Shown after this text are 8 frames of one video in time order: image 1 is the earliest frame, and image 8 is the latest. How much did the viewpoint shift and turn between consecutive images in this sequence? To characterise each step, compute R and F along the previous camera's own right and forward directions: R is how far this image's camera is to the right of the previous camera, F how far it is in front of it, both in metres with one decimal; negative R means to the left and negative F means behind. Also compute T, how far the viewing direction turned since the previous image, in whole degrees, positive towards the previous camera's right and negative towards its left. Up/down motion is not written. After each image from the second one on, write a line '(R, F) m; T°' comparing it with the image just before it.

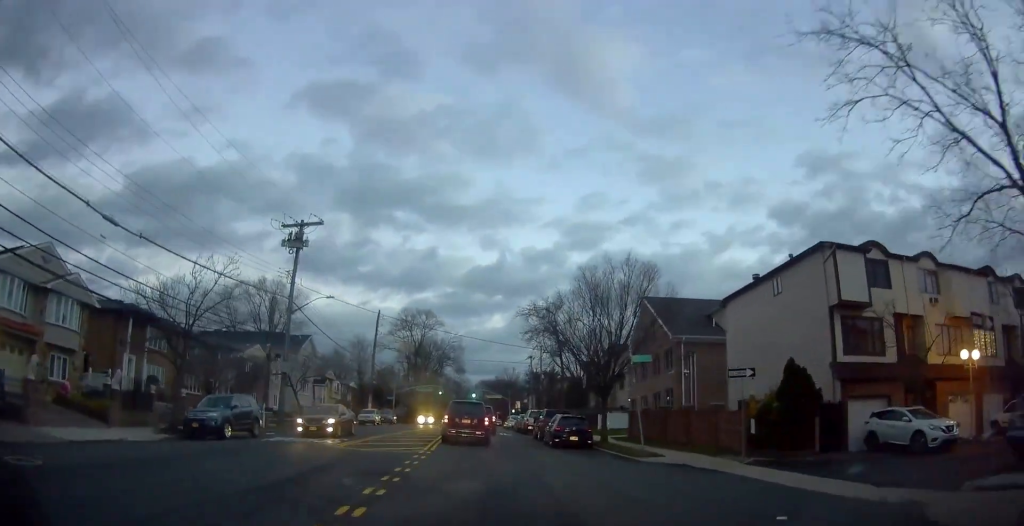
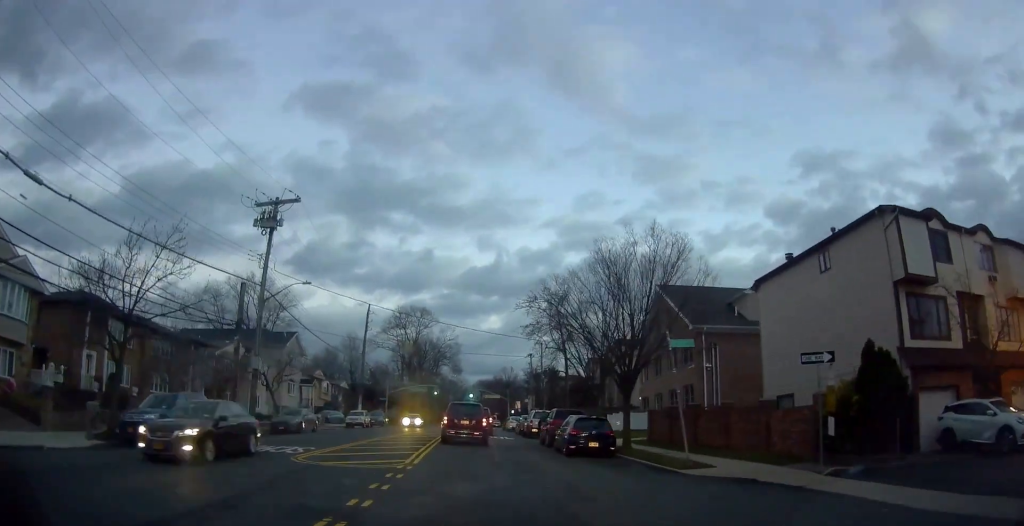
(-0.2, +4.4) m; -1°
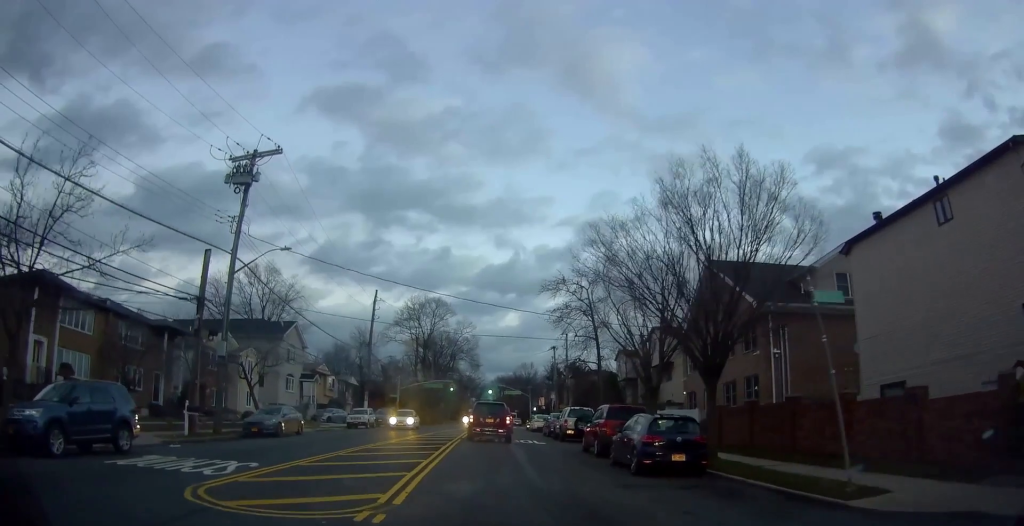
(+0.2, +6.9) m; +3°
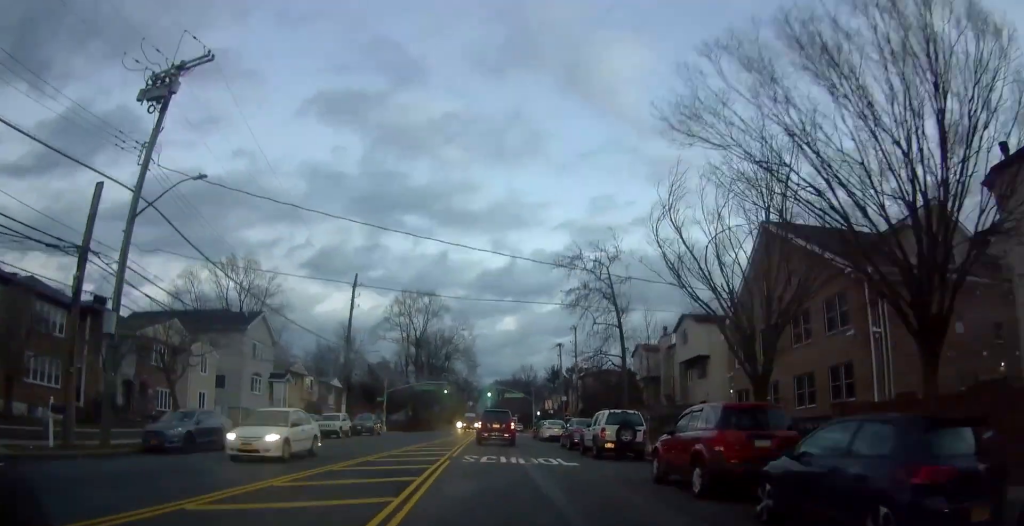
(+0.3, +9.0) m; +1°
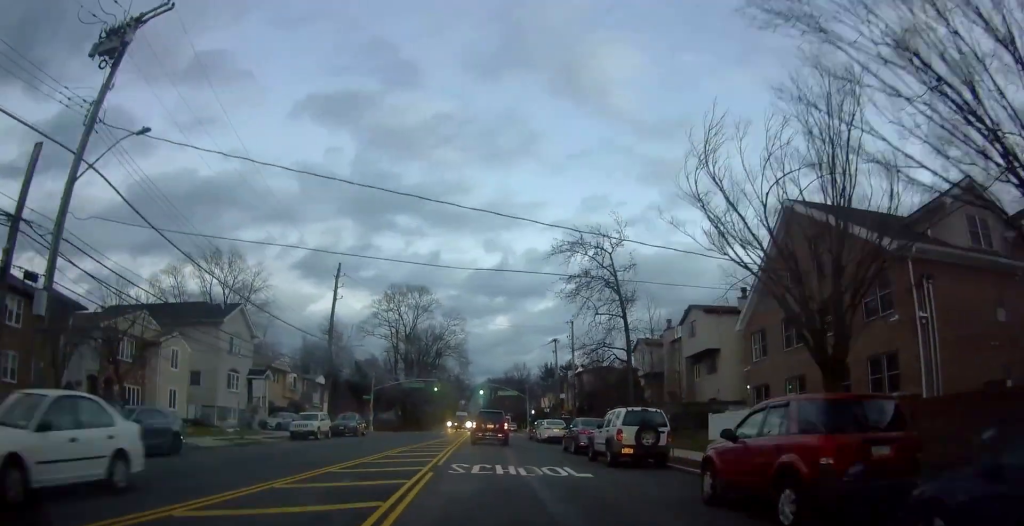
(0.0, +3.6) m; -2°
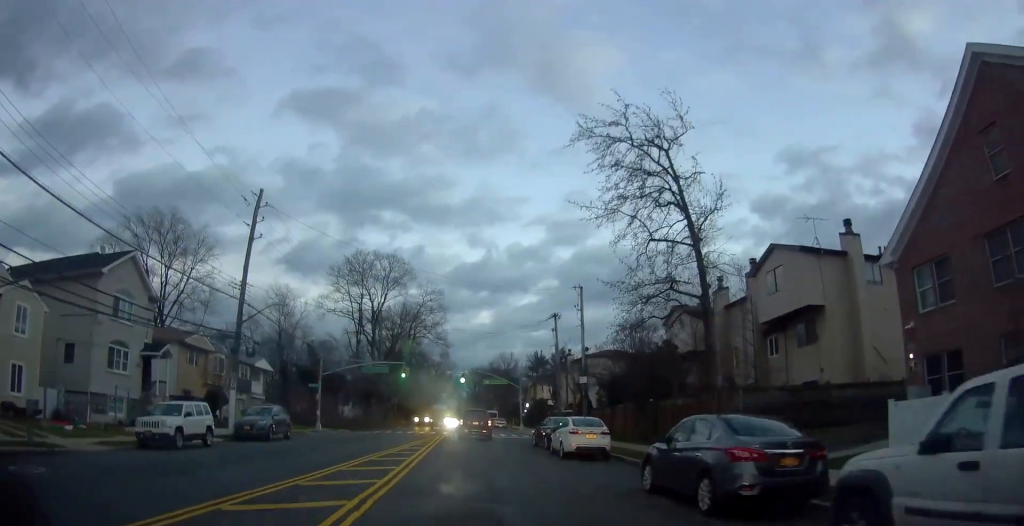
(-0.1, +15.1) m; 0°
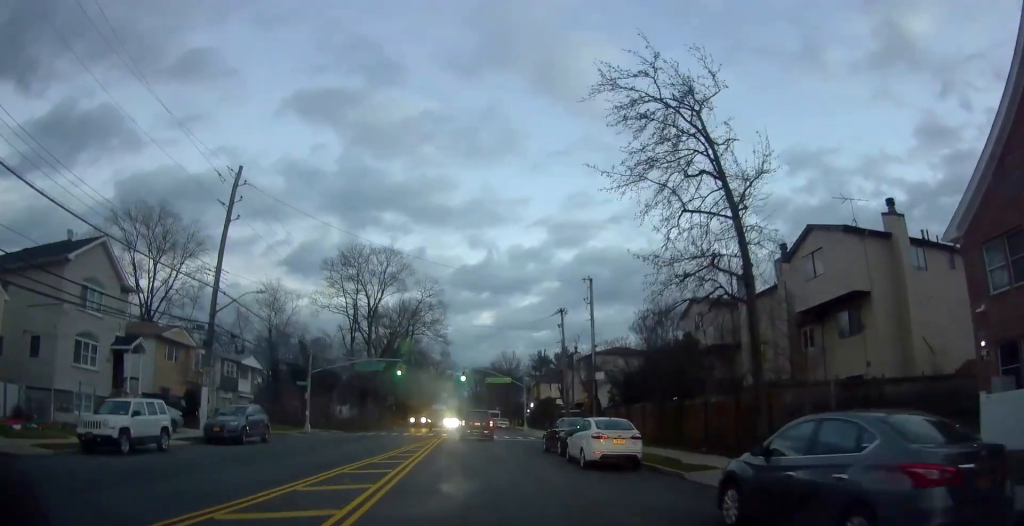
(+0.3, +3.7) m; 0°
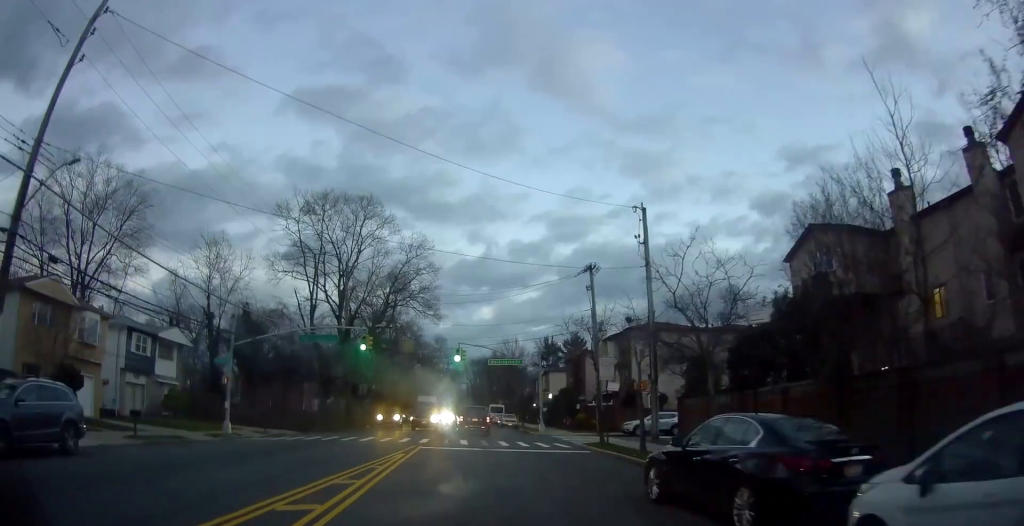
(0.0, +15.0) m; +3°
